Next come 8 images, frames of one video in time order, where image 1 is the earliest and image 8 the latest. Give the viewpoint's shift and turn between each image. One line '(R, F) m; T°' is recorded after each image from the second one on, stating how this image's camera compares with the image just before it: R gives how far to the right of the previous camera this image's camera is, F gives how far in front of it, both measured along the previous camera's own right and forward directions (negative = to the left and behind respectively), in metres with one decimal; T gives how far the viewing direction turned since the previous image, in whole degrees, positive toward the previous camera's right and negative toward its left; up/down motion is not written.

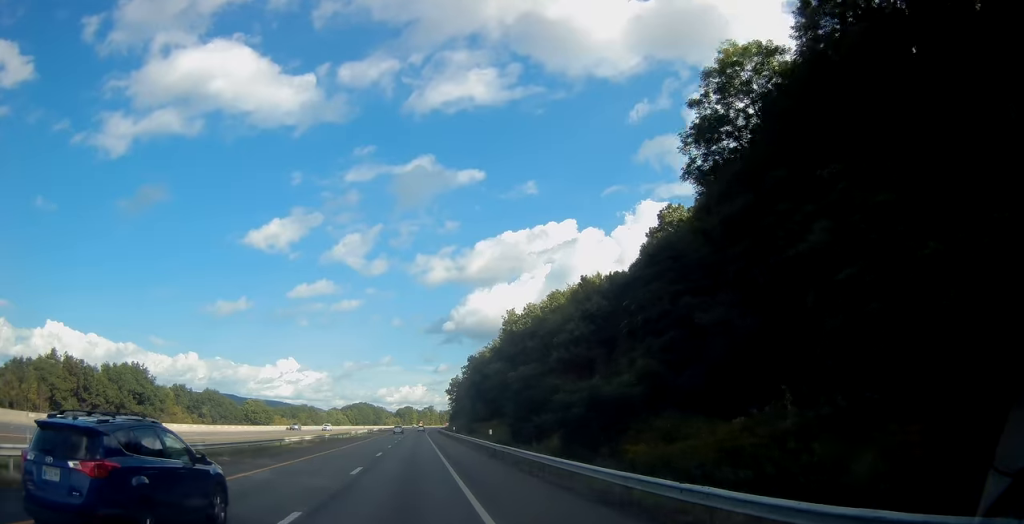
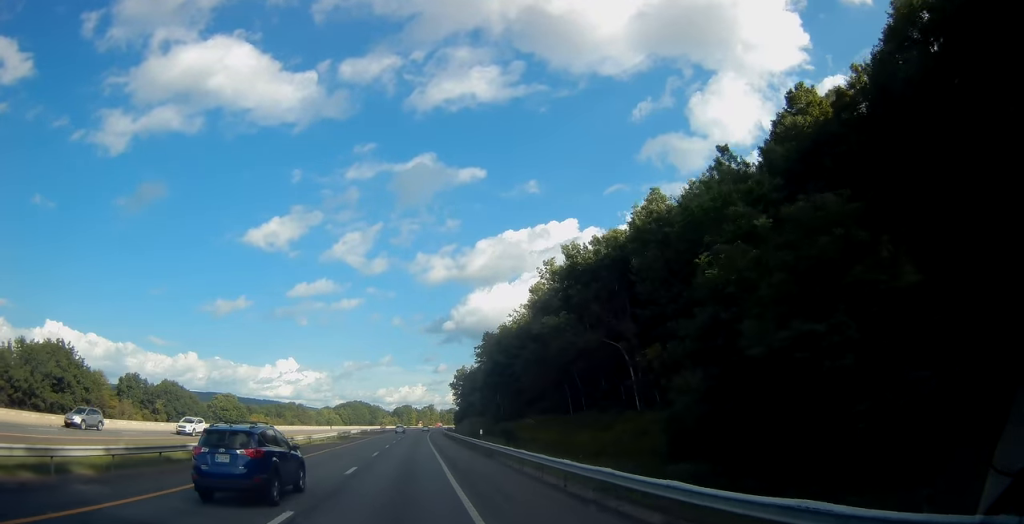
(-0.2, +36.5) m; 0°
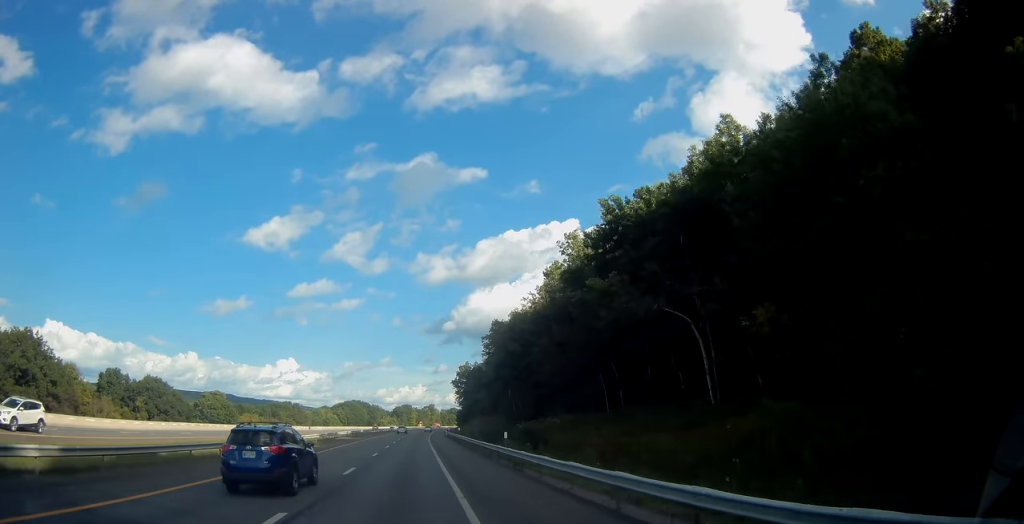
(+0.2, +12.5) m; 0°
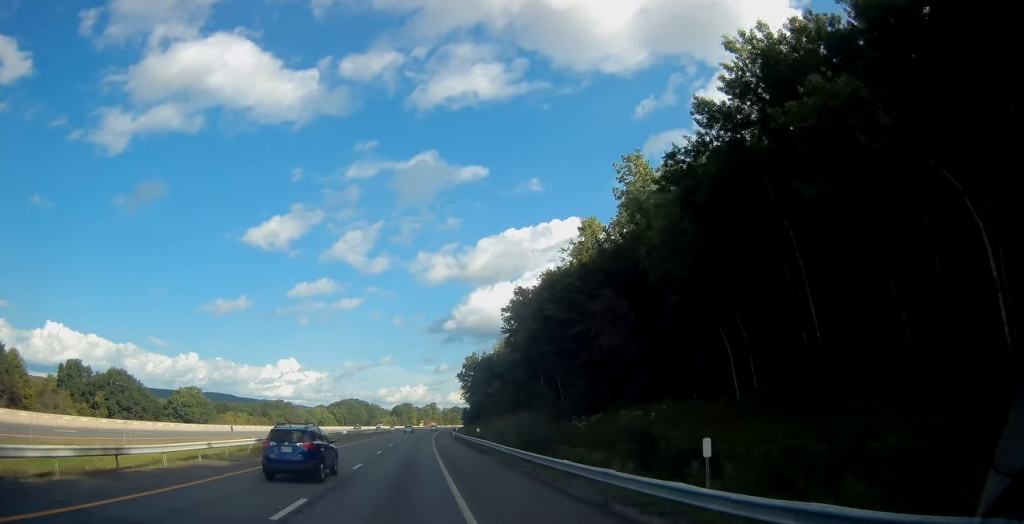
(0.0, +22.1) m; 0°
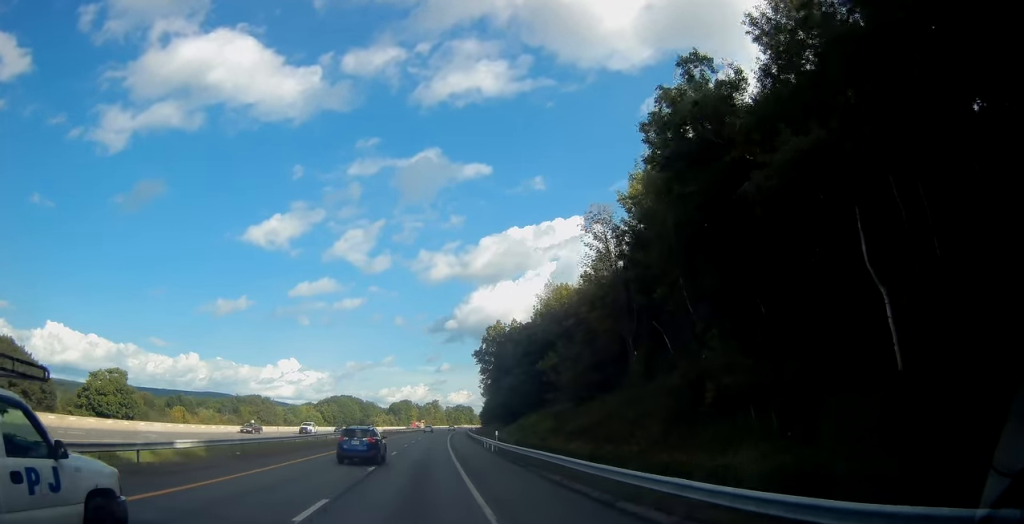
(-0.2, +49.0) m; 0°
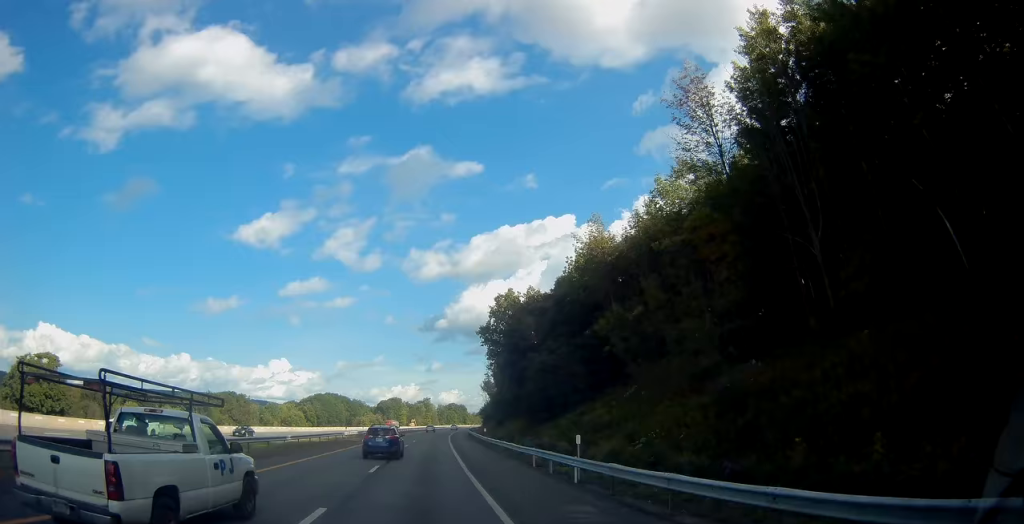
(+0.2, +25.9) m; +1°
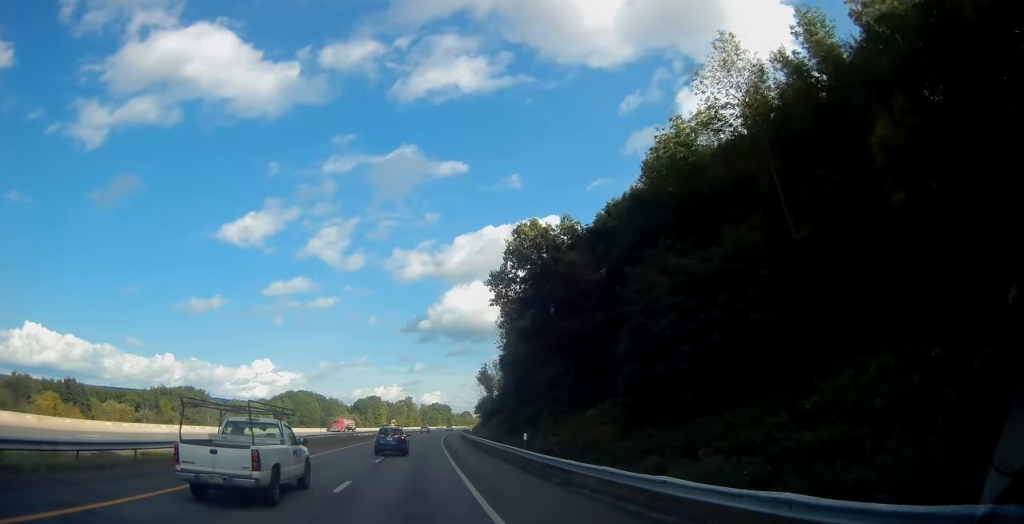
(+0.2, +30.6) m; +1°
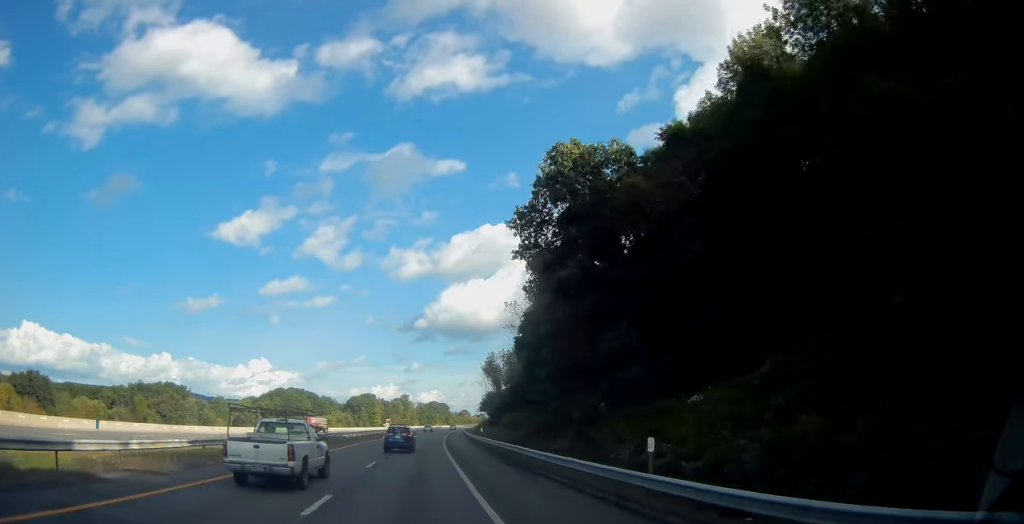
(+0.2, +16.2) m; +1°
